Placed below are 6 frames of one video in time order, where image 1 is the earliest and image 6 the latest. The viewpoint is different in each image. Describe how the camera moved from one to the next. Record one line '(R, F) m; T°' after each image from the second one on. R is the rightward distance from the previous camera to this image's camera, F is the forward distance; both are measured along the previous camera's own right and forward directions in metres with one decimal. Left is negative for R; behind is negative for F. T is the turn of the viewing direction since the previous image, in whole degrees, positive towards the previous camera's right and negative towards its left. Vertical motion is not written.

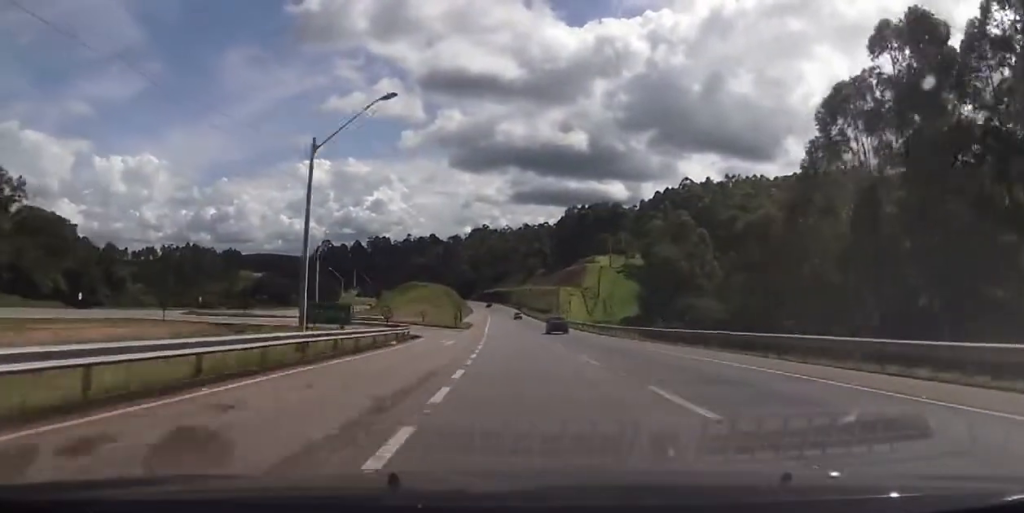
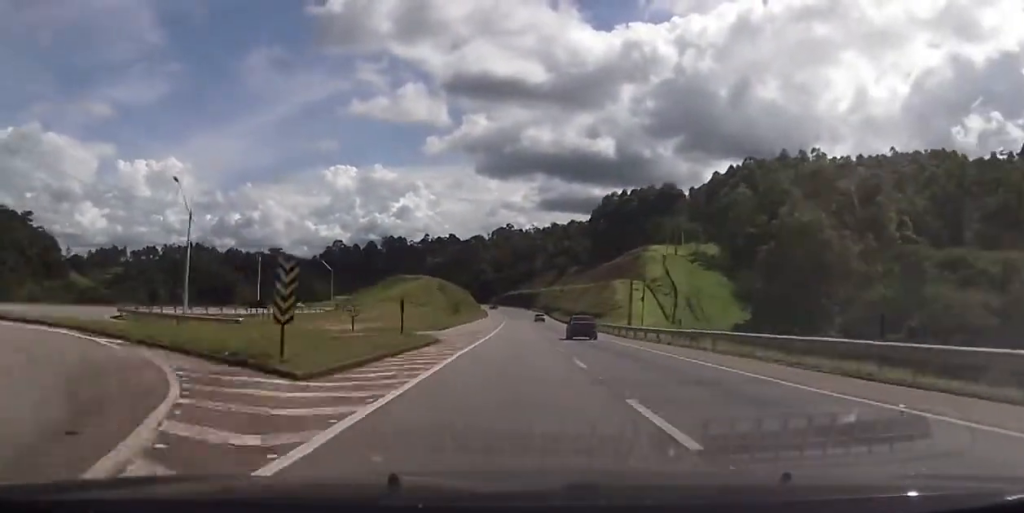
(-1.3, +59.4) m; -2°
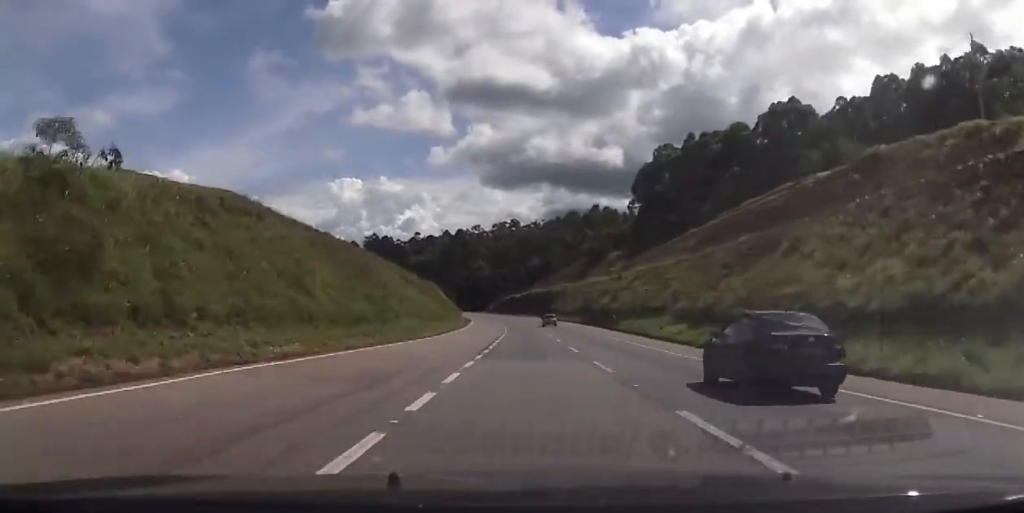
(-2.1, +106.3) m; -1°
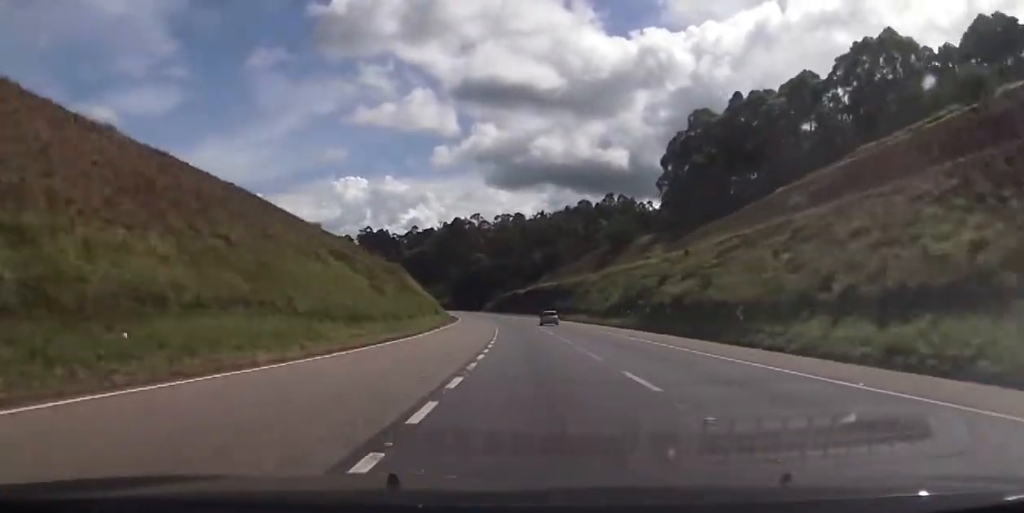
(+0.2, +39.1) m; 0°
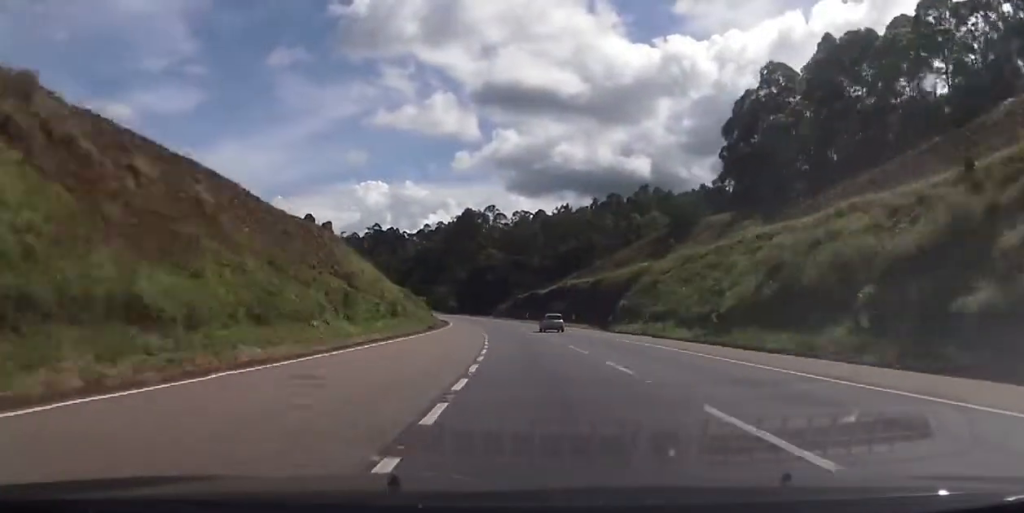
(-0.5, +40.9) m; -1°
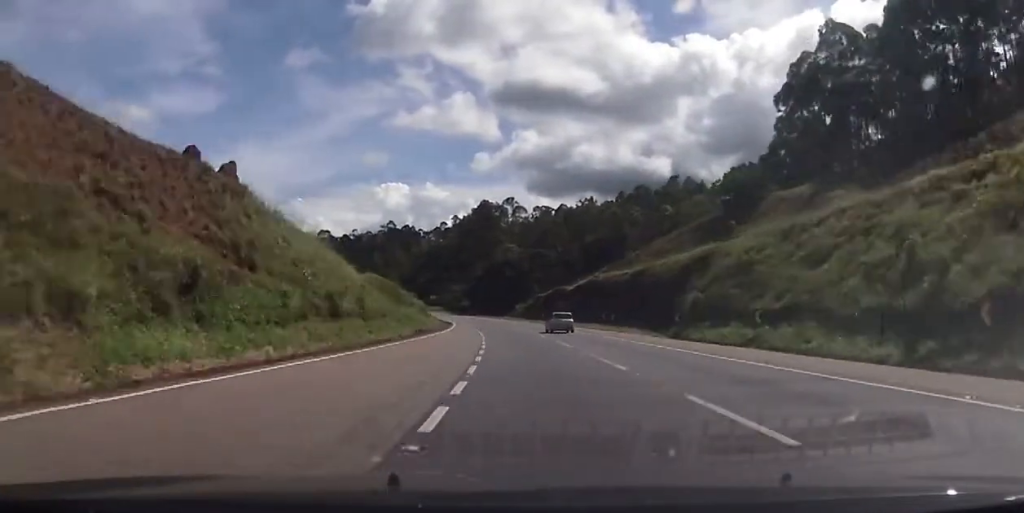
(-0.1, +21.1) m; -1°
